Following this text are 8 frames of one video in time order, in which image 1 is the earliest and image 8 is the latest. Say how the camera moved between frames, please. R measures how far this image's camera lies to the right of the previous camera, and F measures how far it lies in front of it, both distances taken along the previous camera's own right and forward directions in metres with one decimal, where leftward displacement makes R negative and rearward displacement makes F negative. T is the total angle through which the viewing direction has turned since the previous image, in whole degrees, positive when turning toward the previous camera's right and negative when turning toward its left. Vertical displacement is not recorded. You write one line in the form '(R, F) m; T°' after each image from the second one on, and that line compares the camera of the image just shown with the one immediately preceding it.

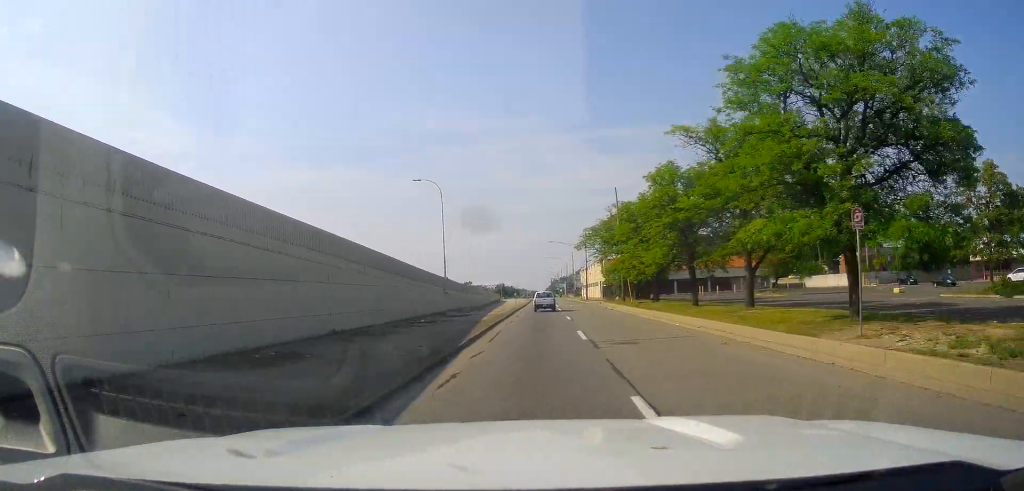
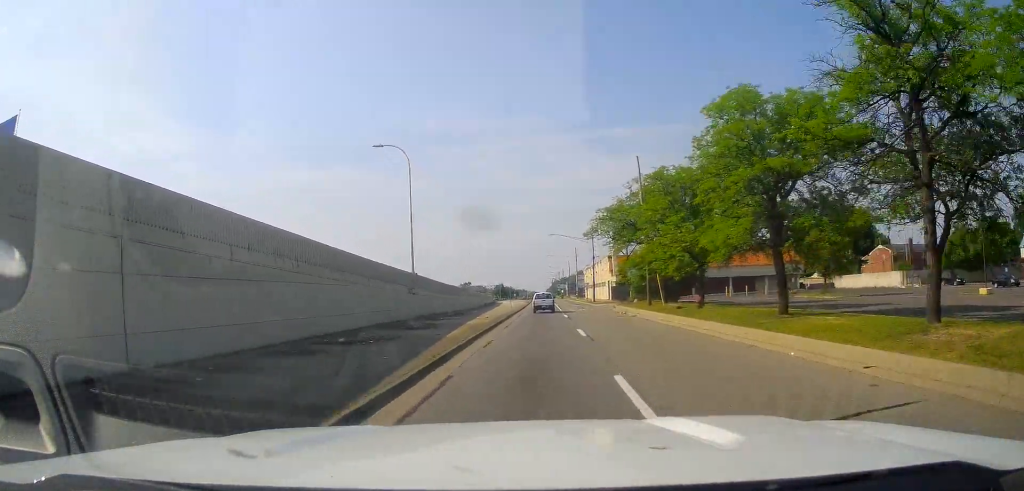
(+0.1, +12.5) m; -1°
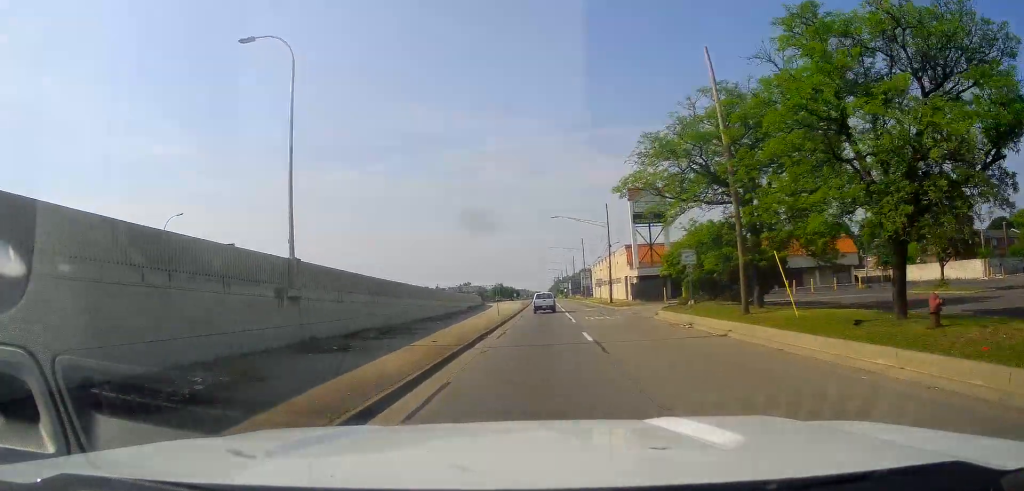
(-0.3, +19.1) m; 0°
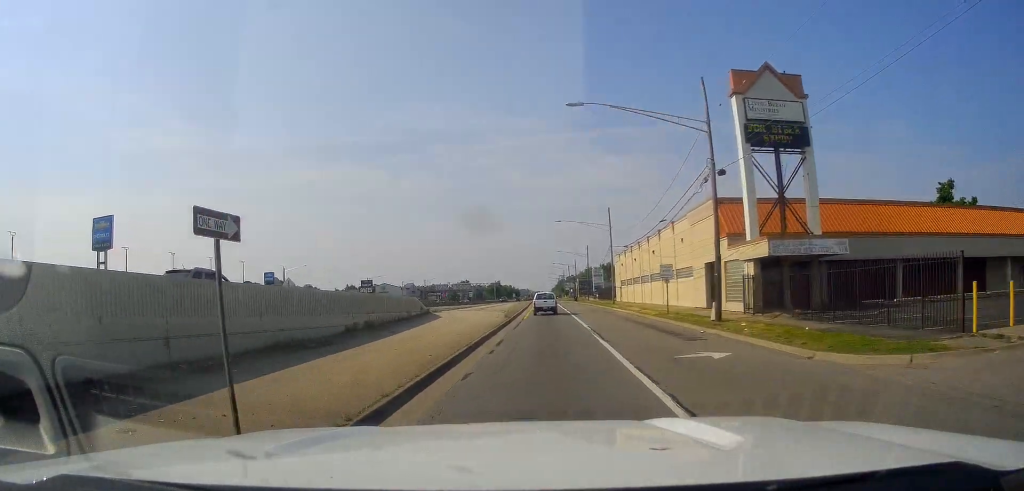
(-0.3, +38.8) m; -1°
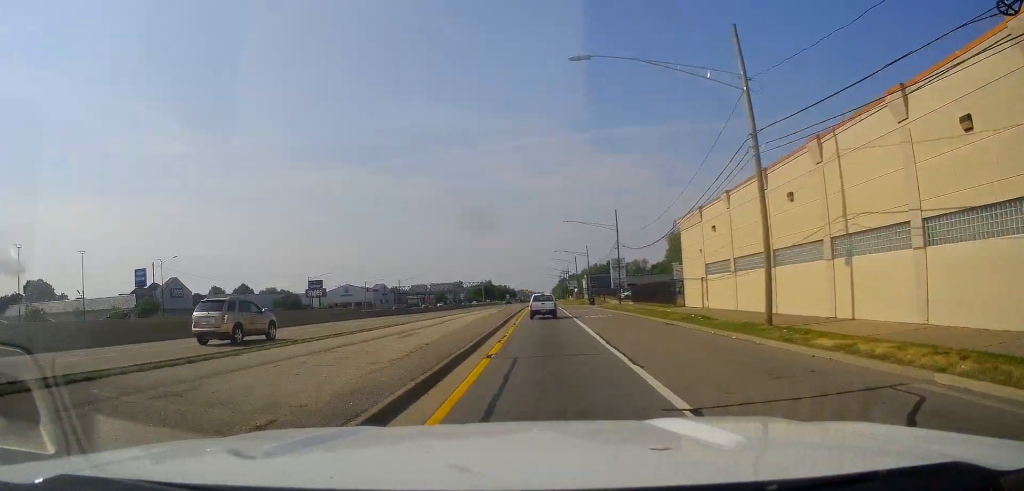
(0.0, +47.2) m; 0°
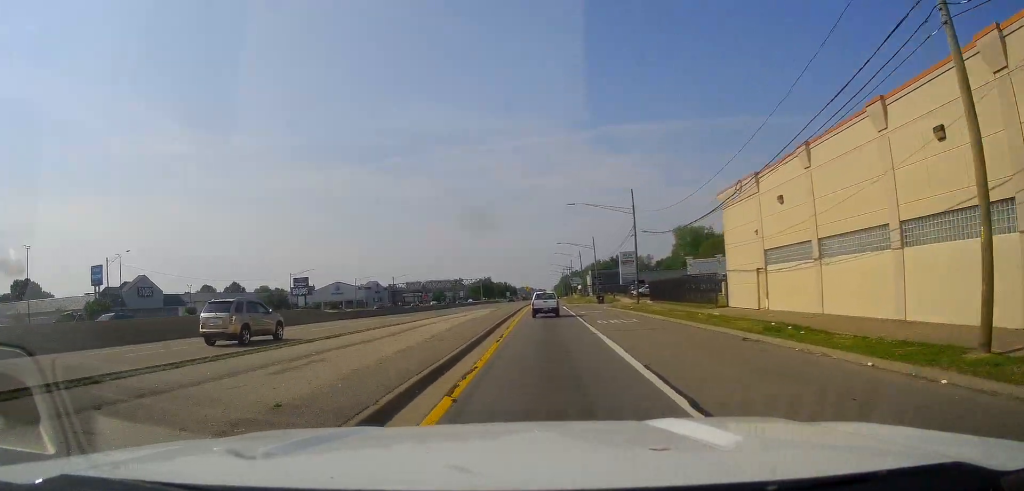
(-0.4, +11.2) m; 0°
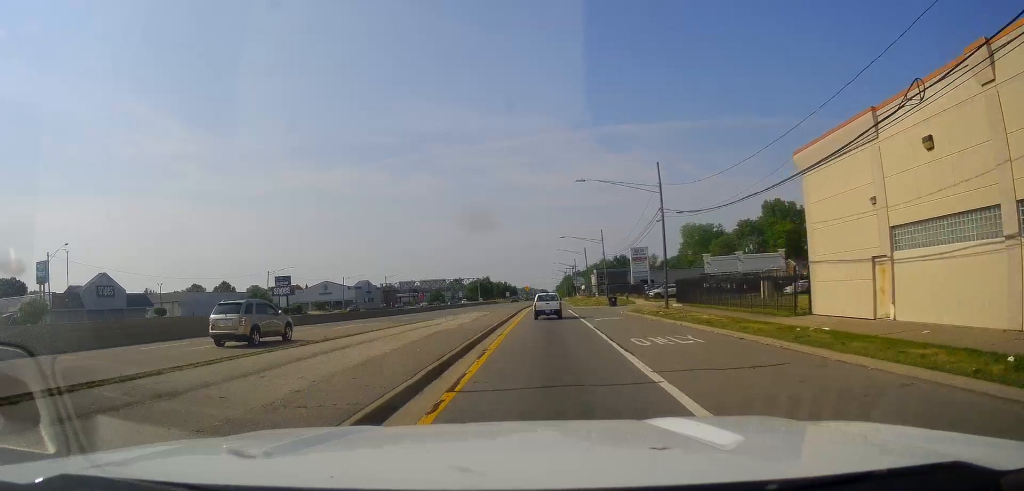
(+0.4, +12.0) m; 0°
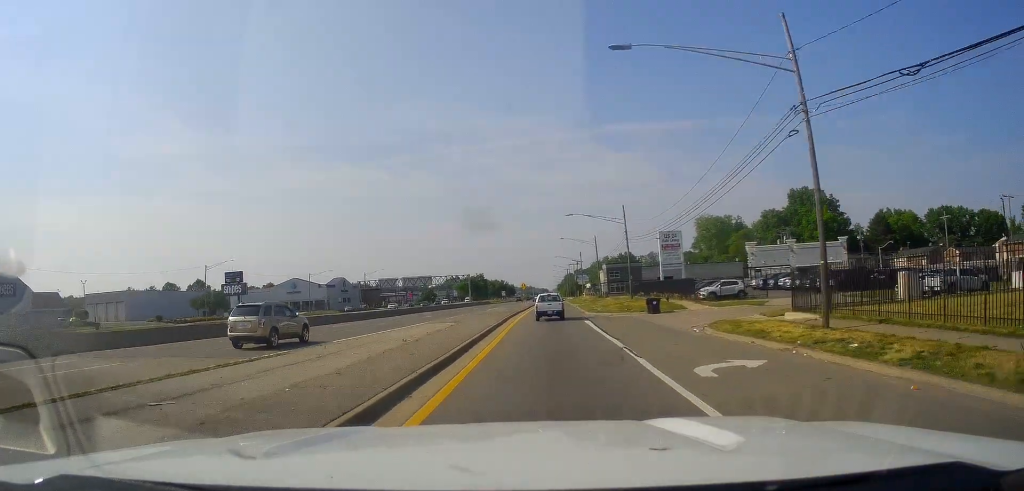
(+0.2, +23.9) m; 0°
